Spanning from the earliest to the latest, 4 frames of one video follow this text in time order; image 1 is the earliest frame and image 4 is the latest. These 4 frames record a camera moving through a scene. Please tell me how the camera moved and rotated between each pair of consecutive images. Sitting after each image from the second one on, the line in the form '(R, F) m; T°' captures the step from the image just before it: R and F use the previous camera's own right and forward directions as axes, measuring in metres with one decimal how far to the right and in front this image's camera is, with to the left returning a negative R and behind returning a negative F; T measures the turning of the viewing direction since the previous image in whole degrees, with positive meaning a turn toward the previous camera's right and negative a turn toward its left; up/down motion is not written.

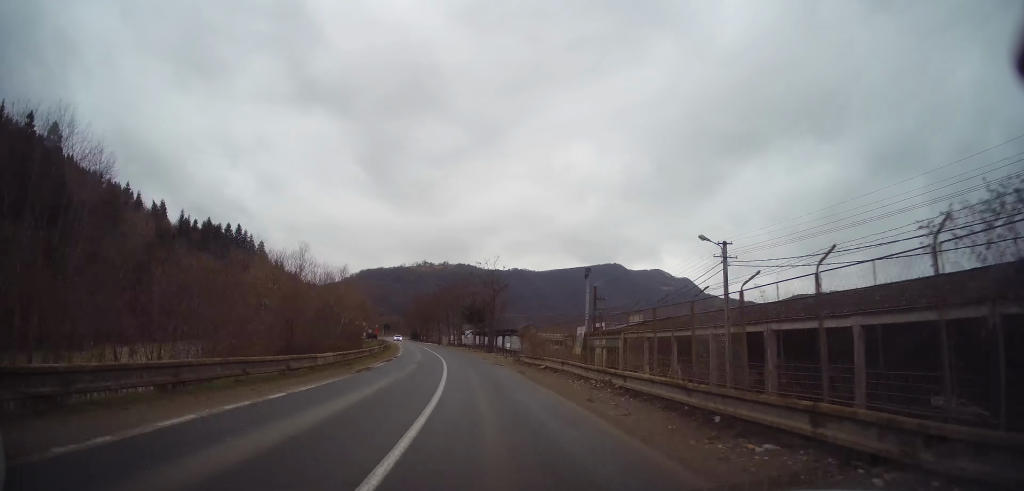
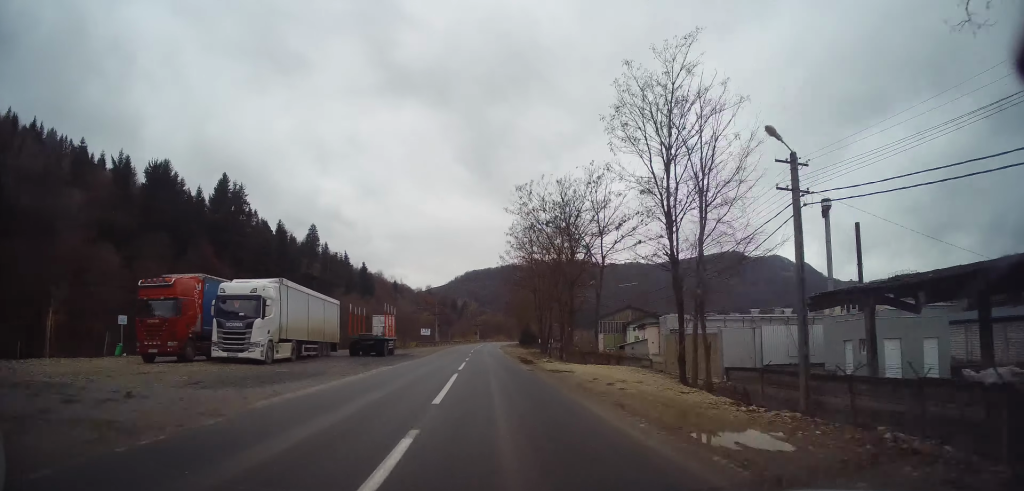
(-12.4, +98.4) m; -11°
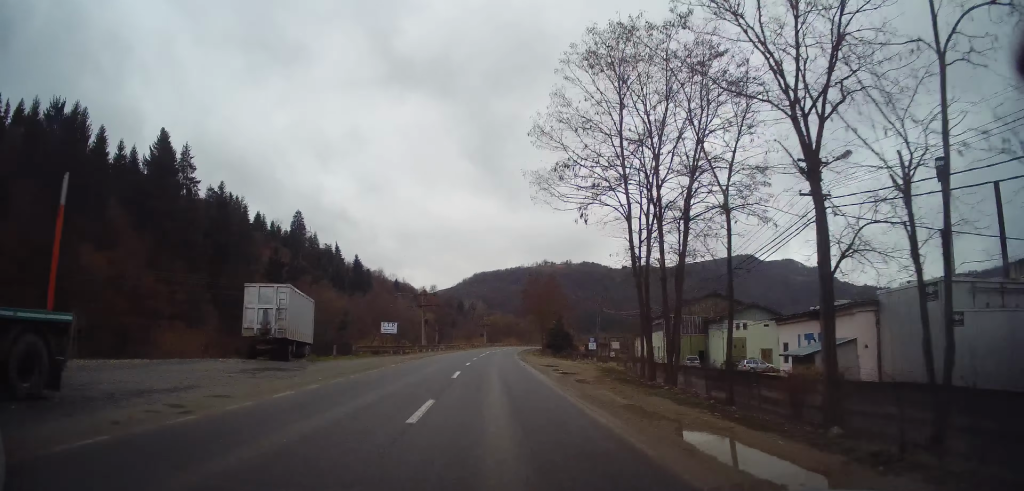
(0.0, +35.2) m; 0°
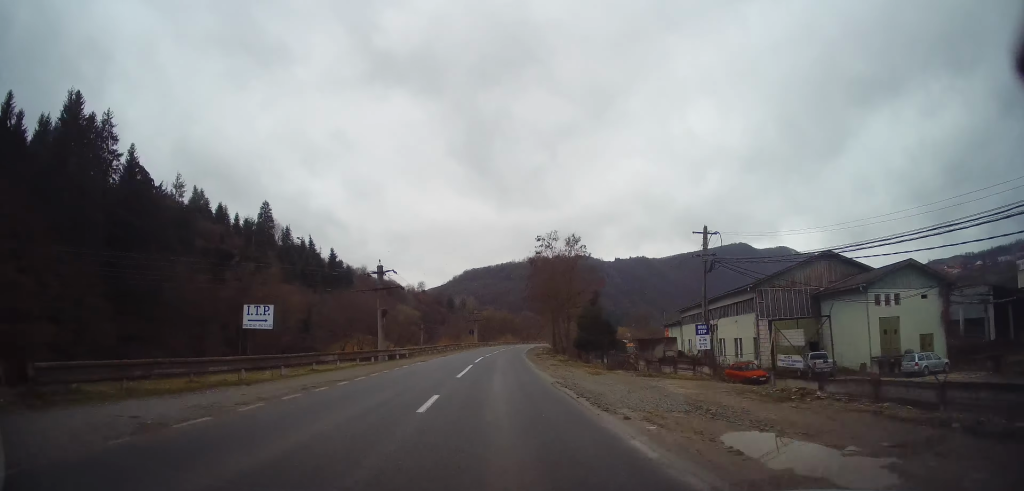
(0.0, +25.5) m; +1°
